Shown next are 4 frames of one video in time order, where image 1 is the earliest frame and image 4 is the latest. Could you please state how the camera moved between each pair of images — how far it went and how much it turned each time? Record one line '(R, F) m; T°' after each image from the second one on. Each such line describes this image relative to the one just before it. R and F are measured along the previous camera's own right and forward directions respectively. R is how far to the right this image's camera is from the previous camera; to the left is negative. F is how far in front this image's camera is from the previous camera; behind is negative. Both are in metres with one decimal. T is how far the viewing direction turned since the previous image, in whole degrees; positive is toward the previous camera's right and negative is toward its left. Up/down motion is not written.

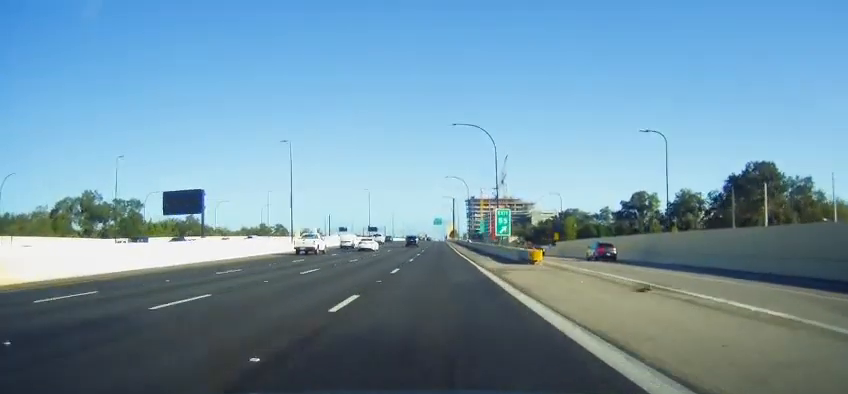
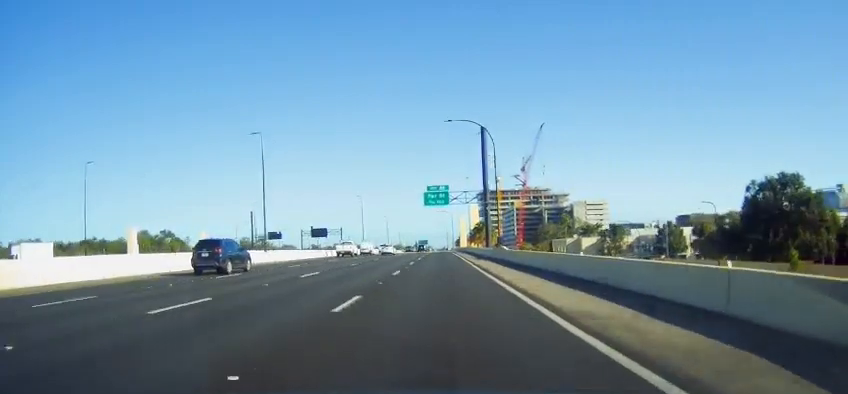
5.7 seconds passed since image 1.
(-2.3, +147.0) m; -1°
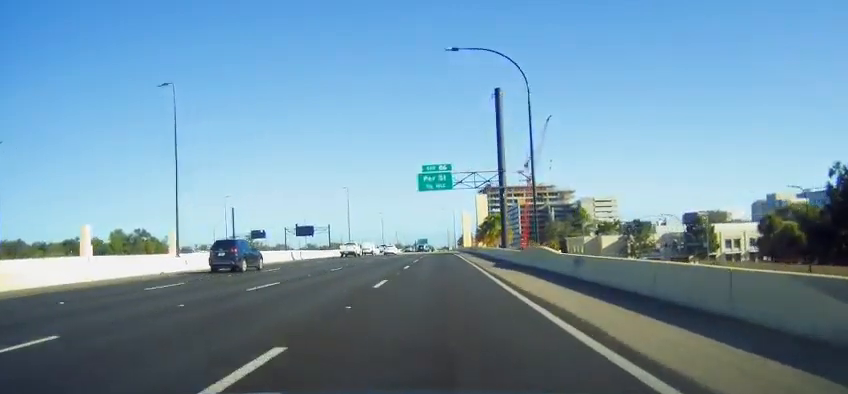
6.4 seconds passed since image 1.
(+0.2, +18.6) m; 0°
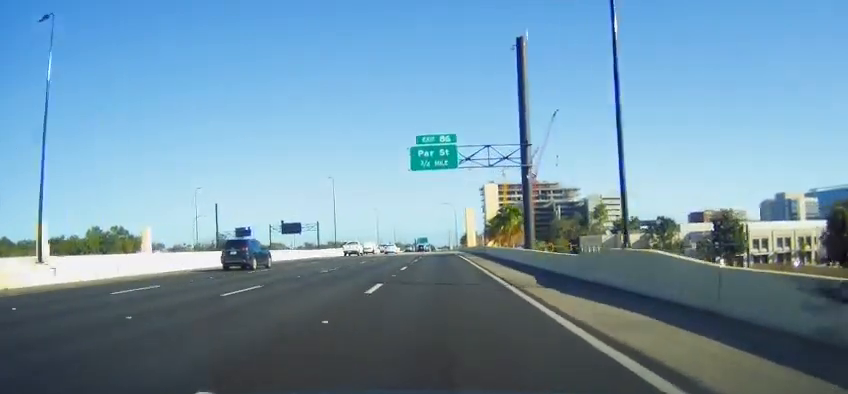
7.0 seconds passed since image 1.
(-0.2, +14.4) m; -1°
